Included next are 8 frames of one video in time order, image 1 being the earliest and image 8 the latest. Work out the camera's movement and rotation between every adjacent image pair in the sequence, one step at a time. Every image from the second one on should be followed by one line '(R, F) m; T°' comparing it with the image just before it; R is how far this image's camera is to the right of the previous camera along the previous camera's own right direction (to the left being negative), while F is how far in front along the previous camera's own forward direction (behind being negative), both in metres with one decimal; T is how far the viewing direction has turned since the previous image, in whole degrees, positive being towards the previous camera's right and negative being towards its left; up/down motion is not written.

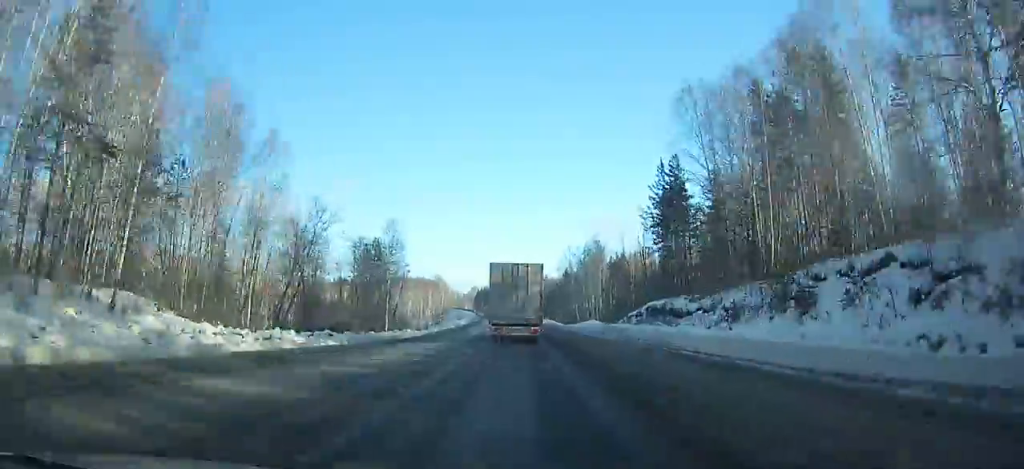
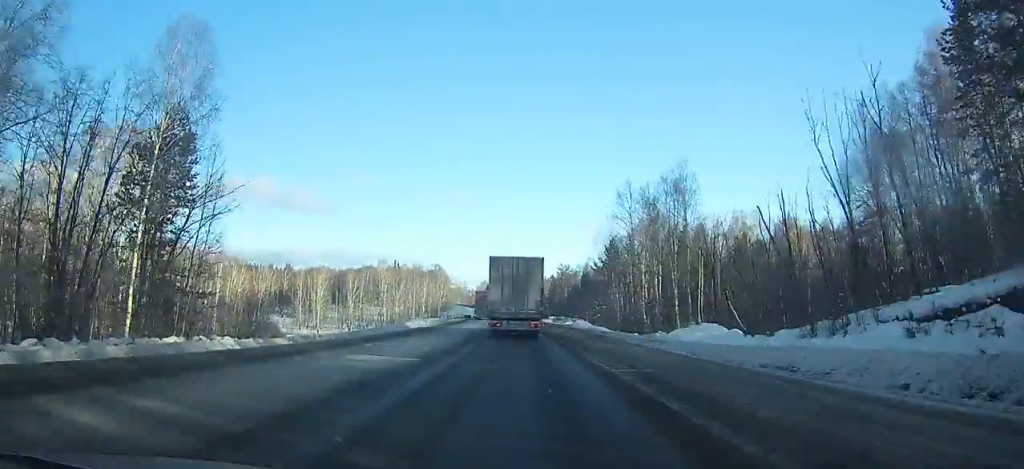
(-0.7, +48.8) m; -1°
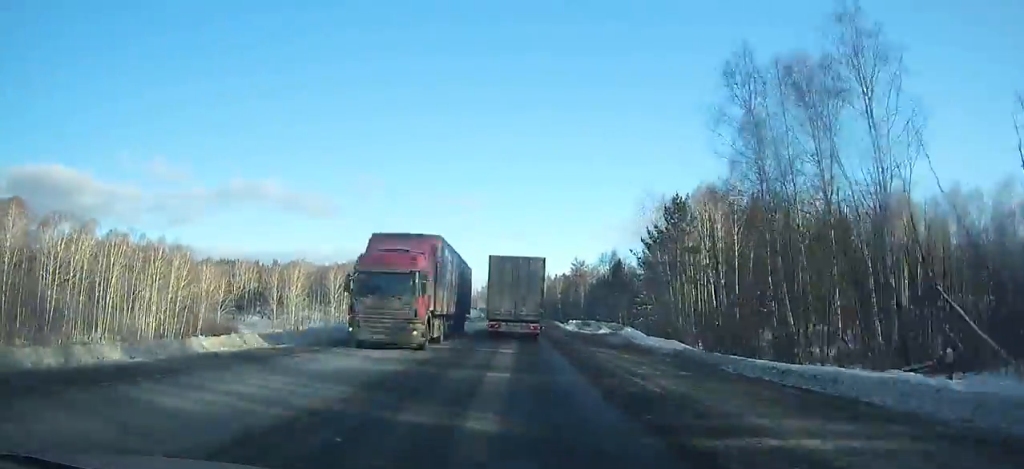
(0.0, +29.2) m; -1°
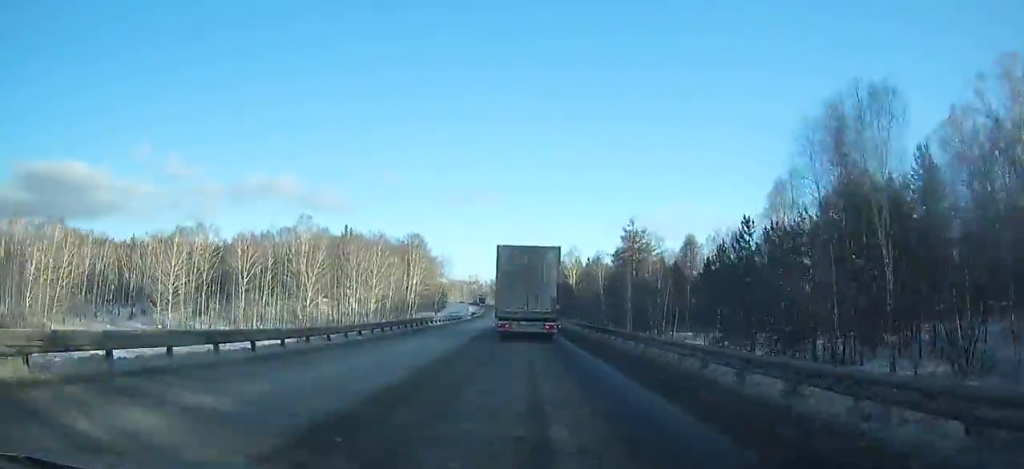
(-1.4, +70.1) m; -2°
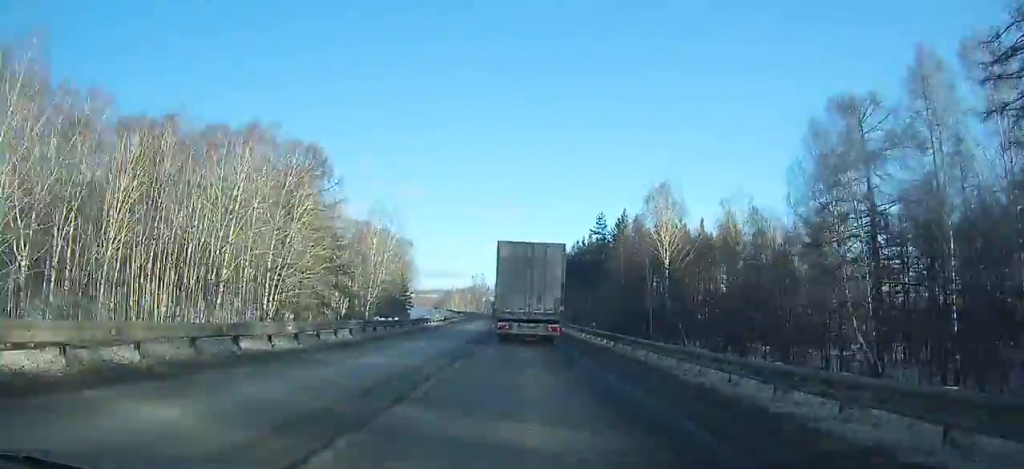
(-2.5, +92.7) m; -3°
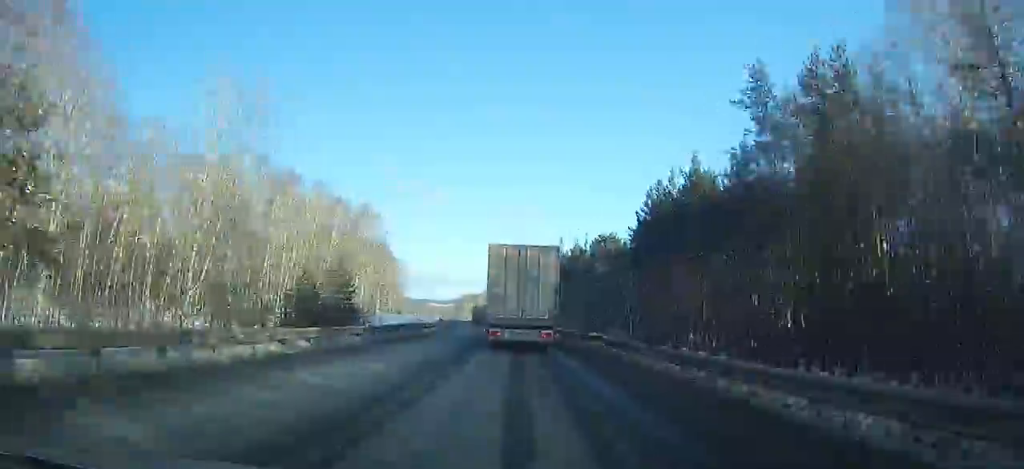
(-0.8, +50.8) m; -2°
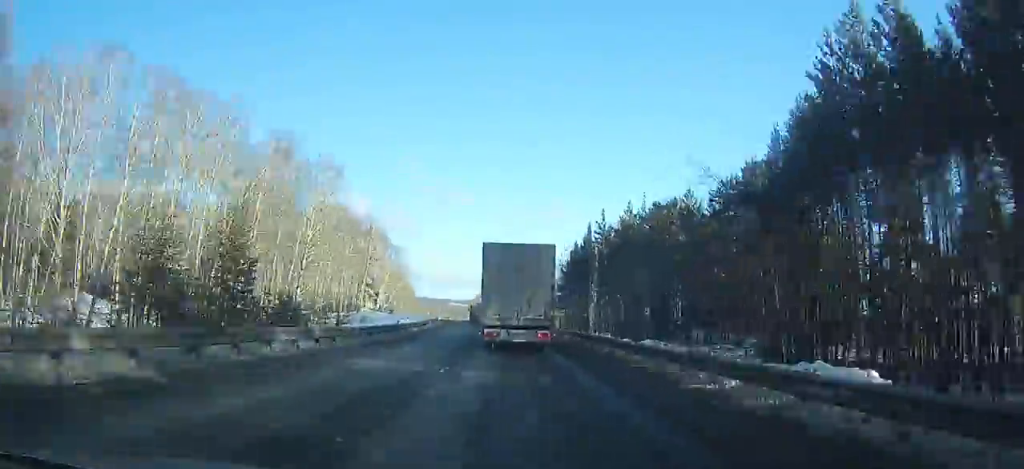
(-0.6, +31.0) m; -3°
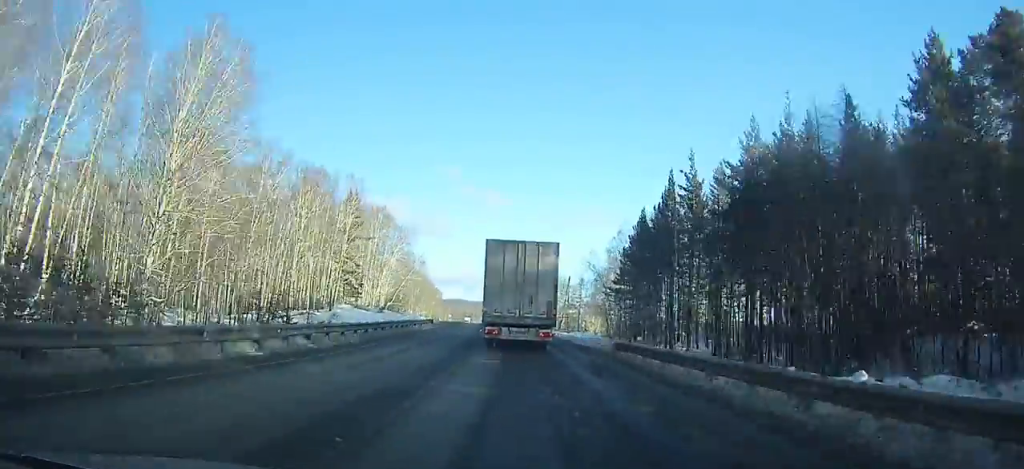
(0.0, +30.9) m; -3°
